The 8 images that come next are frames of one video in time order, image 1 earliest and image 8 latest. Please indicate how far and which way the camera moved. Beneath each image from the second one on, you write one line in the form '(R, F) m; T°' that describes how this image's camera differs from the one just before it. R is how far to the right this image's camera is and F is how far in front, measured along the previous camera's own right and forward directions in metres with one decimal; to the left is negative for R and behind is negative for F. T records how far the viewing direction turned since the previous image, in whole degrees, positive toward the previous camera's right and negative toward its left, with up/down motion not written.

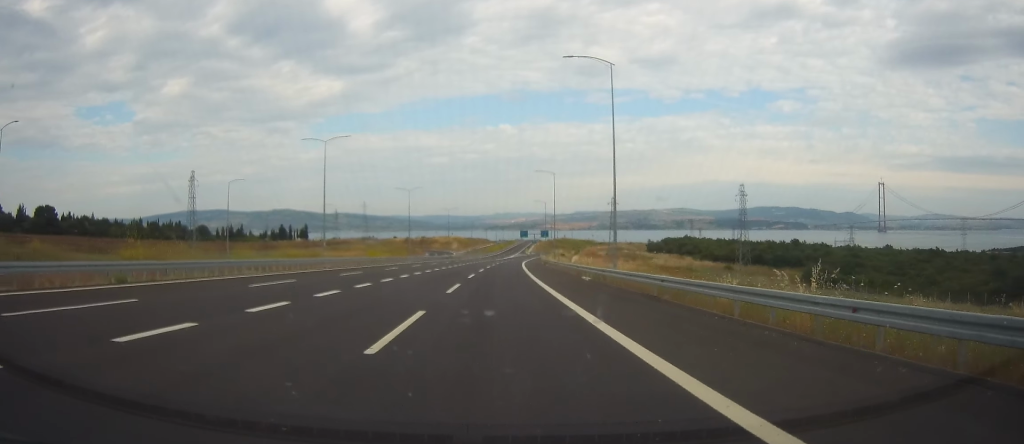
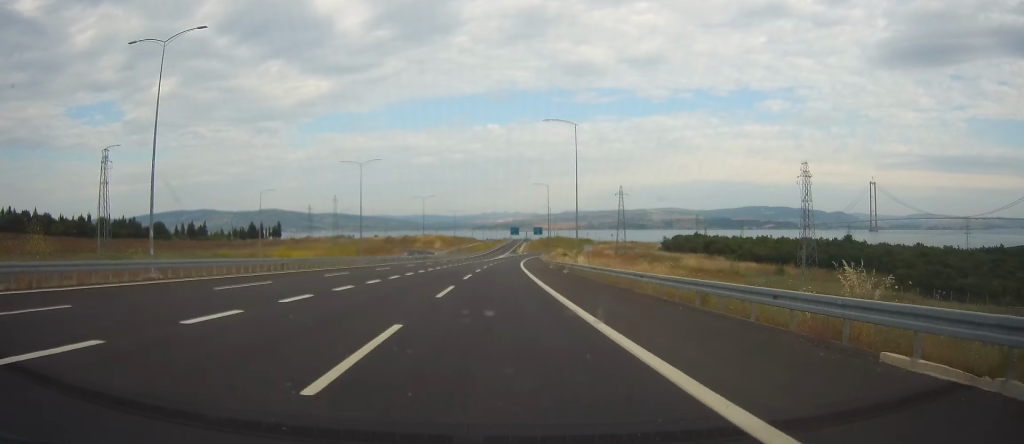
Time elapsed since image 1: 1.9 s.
(+1.3, +34.6) m; +2°
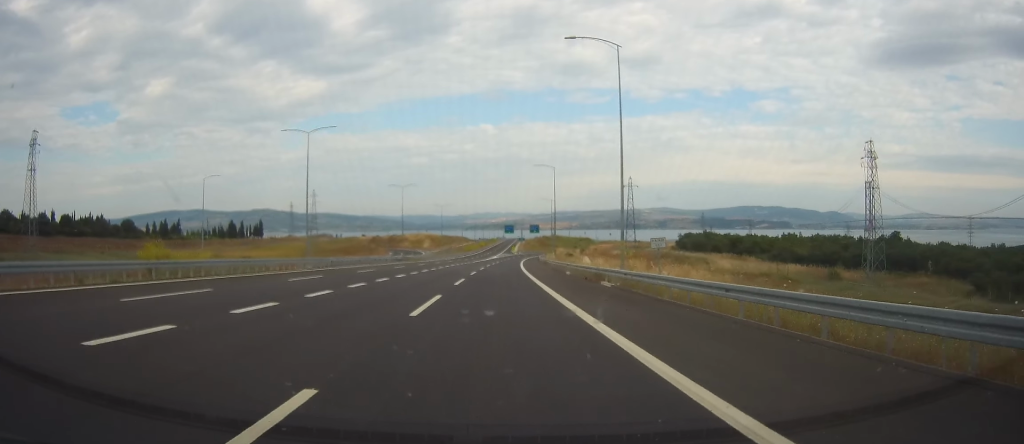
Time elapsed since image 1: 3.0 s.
(-0.1, +21.4) m; -1°
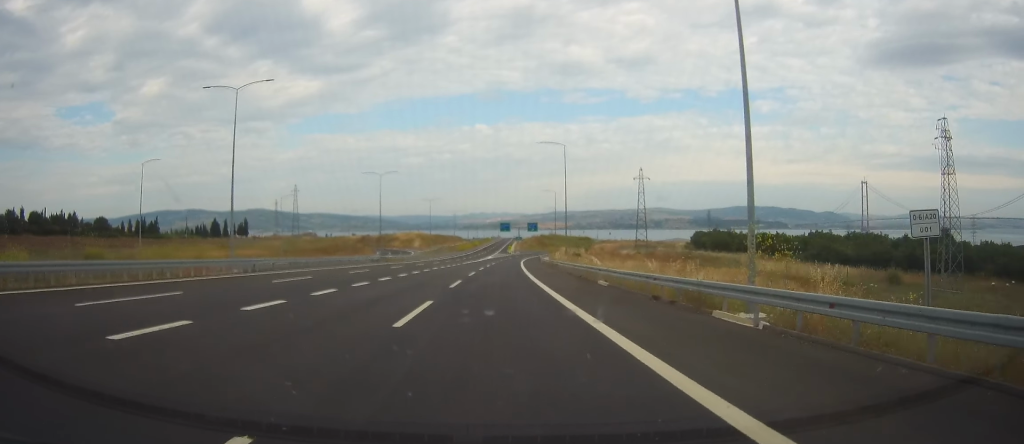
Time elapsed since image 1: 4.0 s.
(-0.2, +17.4) m; 0°
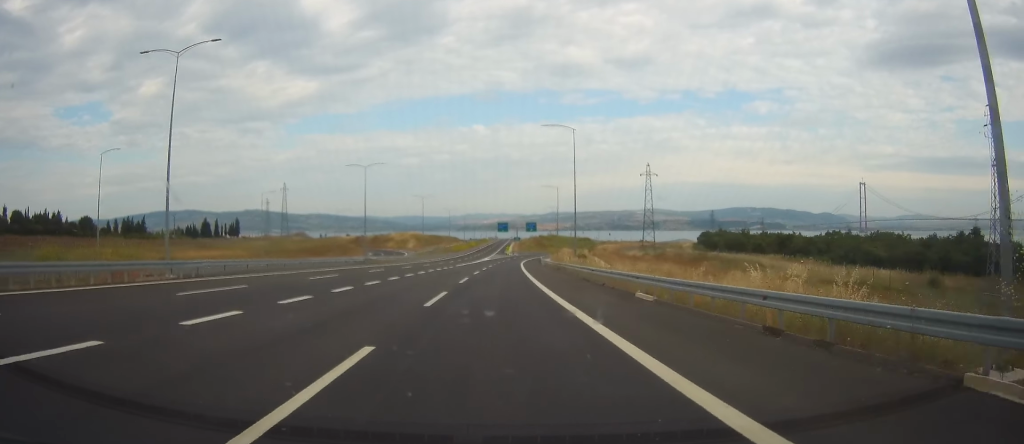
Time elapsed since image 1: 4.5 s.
(+0.1, +9.0) m; 0°
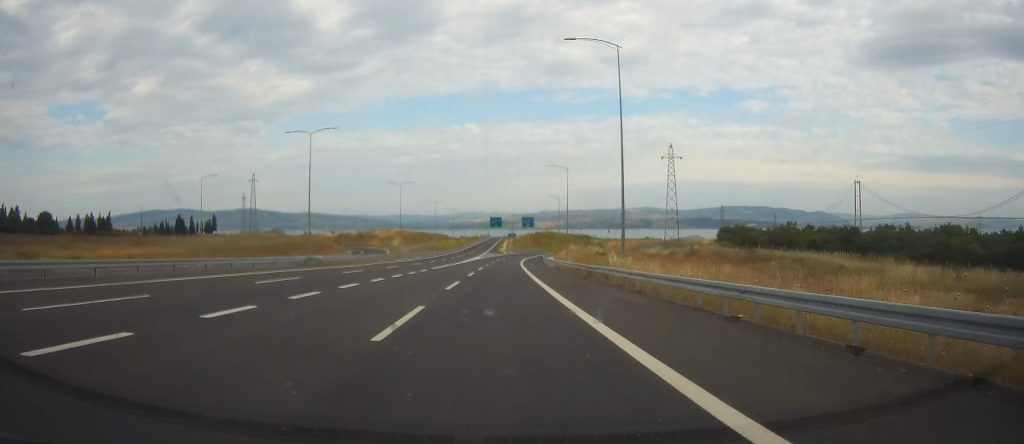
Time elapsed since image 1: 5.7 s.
(+0.2, +22.7) m; 0°
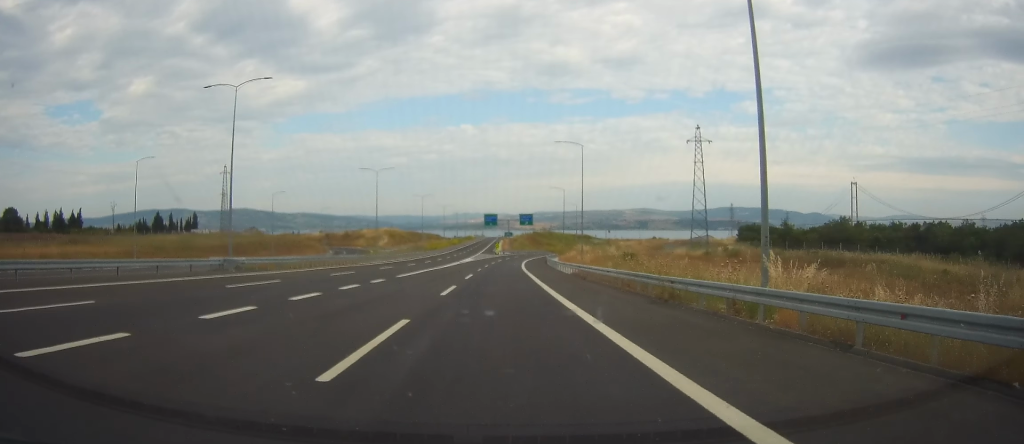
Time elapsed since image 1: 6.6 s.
(-0.2, +17.7) m; 0°
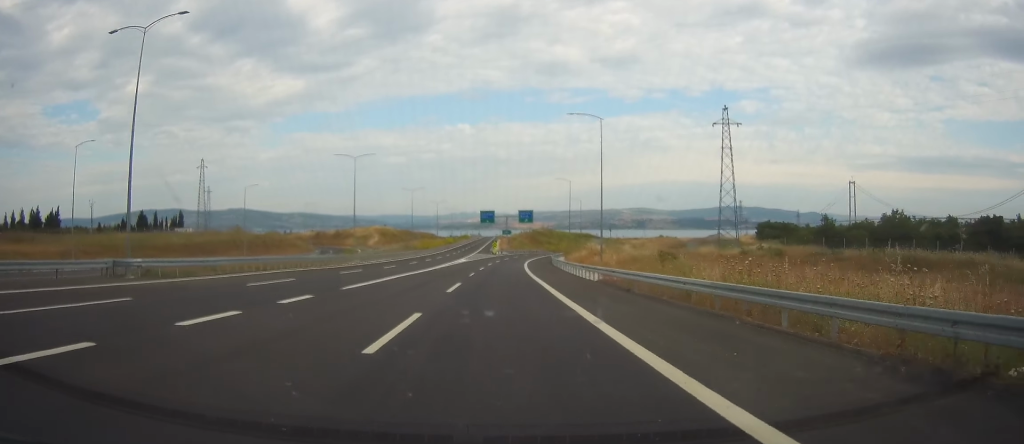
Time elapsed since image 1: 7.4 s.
(0.0, +13.4) m; +1°
